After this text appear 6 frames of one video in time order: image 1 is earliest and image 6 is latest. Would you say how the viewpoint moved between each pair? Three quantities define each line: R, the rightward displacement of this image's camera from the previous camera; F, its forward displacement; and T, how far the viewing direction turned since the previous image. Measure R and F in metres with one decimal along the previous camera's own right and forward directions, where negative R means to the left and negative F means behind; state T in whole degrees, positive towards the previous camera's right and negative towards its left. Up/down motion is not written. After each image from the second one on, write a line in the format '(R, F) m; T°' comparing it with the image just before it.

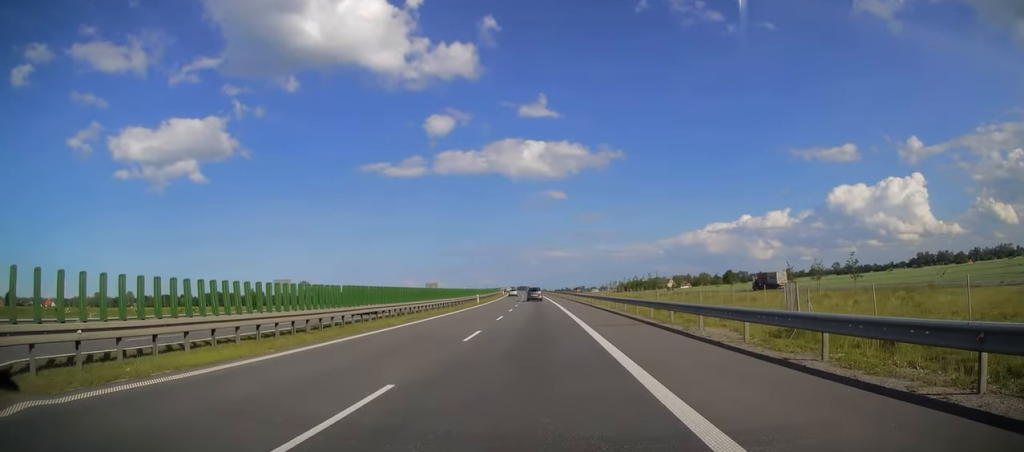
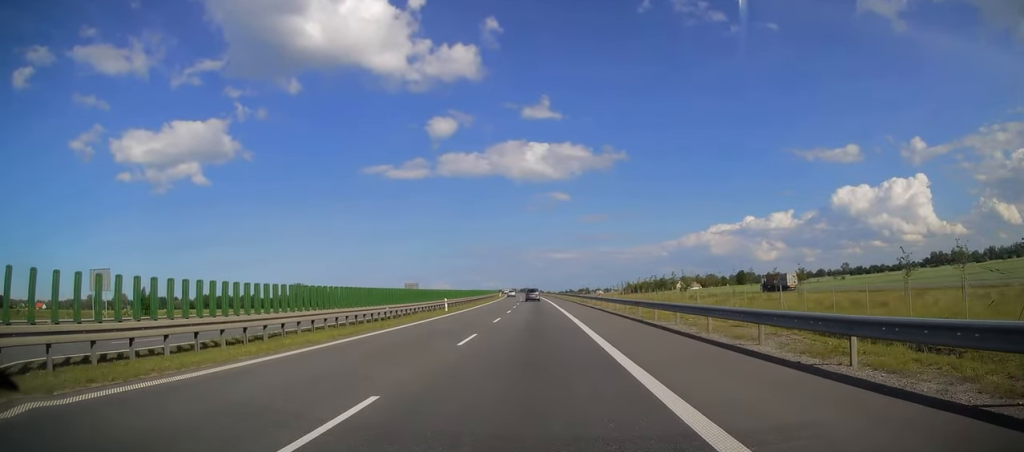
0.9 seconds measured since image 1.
(+0.1, +24.9) m; 0°
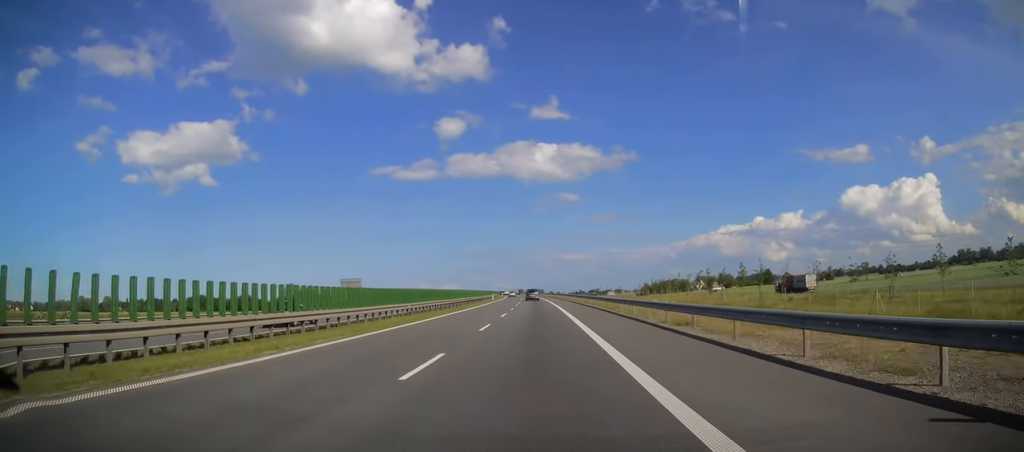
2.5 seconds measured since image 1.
(-0.6, +42.2) m; -2°
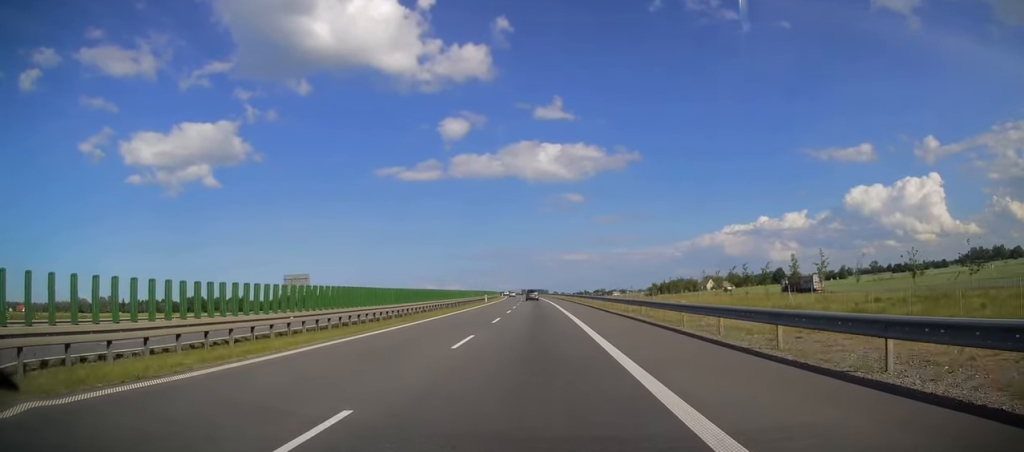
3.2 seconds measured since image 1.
(-0.1, +18.6) m; 0°
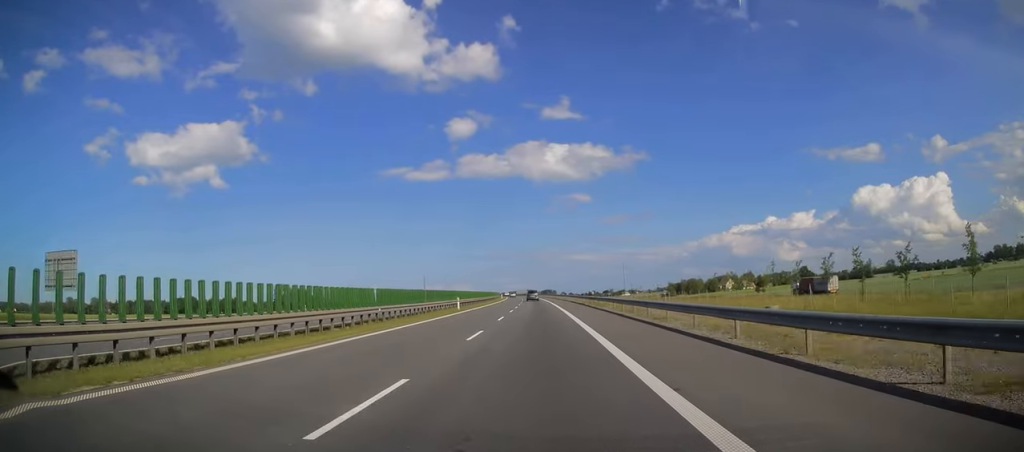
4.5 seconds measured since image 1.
(+0.3, +33.1) m; -1°
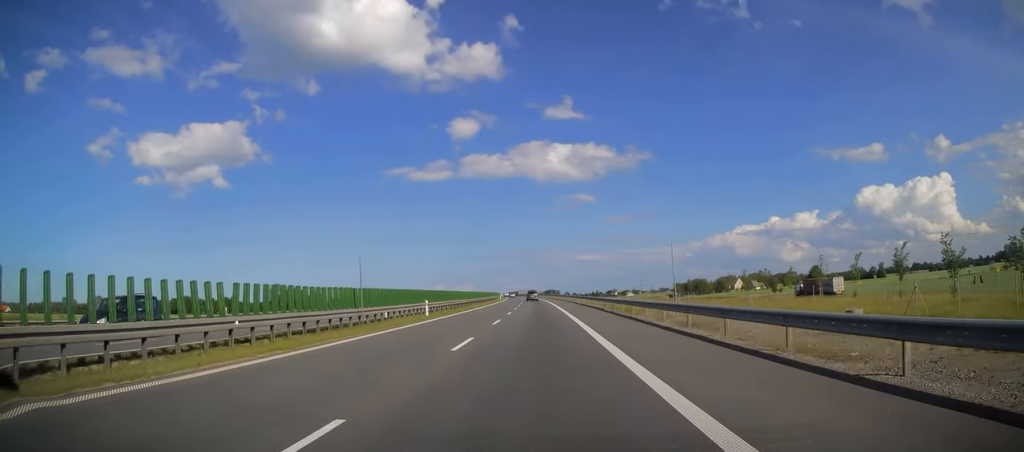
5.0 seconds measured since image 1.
(-0.2, +15.0) m; -1°
